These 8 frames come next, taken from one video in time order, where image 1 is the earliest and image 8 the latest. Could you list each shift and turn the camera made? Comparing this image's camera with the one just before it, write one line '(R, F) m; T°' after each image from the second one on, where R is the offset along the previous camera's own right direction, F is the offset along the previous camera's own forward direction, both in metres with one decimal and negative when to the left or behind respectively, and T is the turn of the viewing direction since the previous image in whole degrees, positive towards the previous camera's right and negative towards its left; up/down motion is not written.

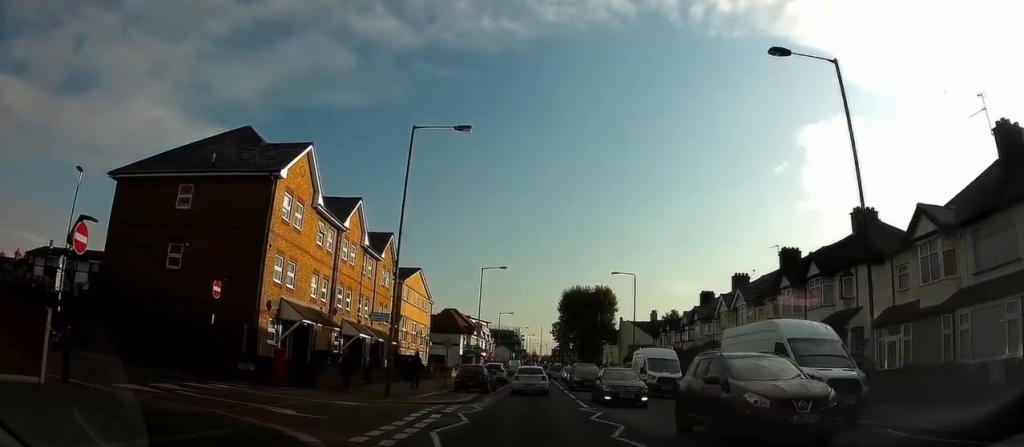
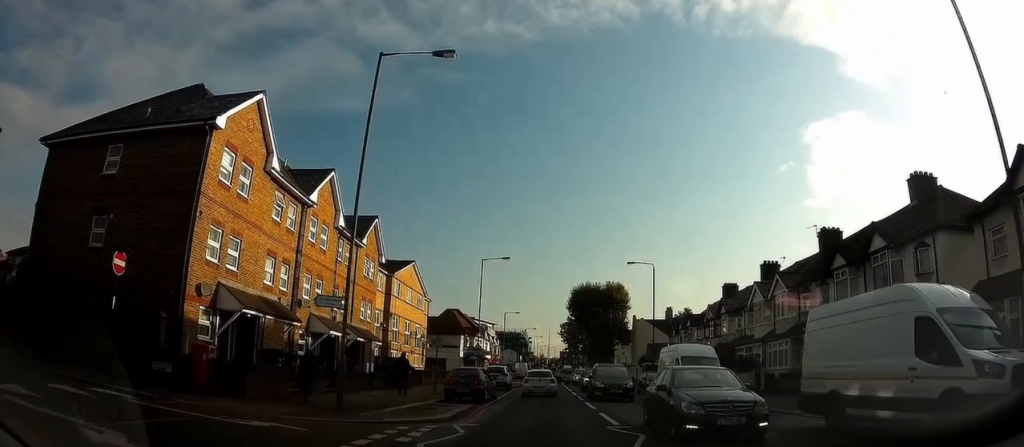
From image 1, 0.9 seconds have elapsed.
(0.0, +5.9) m; -2°
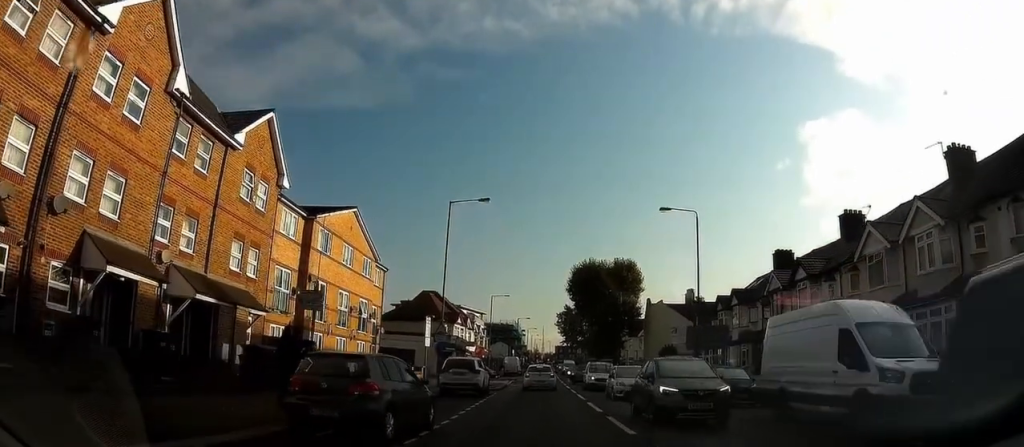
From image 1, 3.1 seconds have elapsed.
(-0.4, +15.2) m; -1°
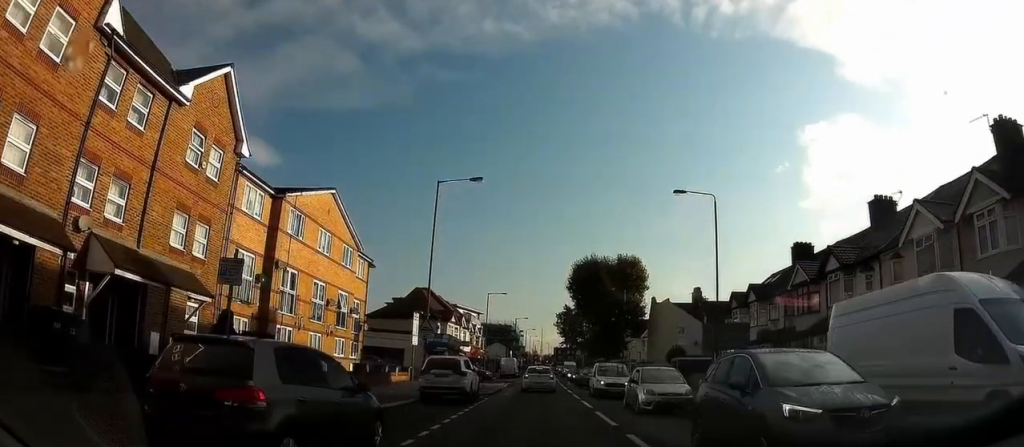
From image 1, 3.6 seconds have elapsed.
(0.0, +3.8) m; +1°
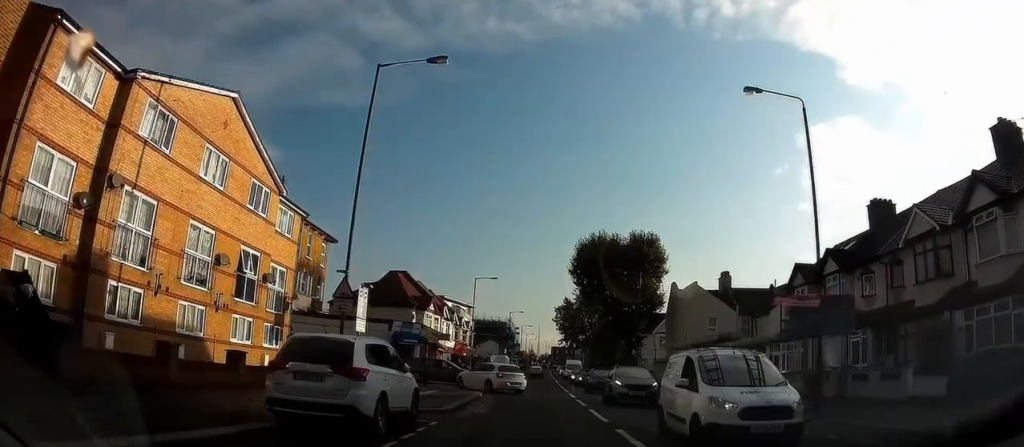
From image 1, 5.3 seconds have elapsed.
(+0.2, +11.5) m; +1°
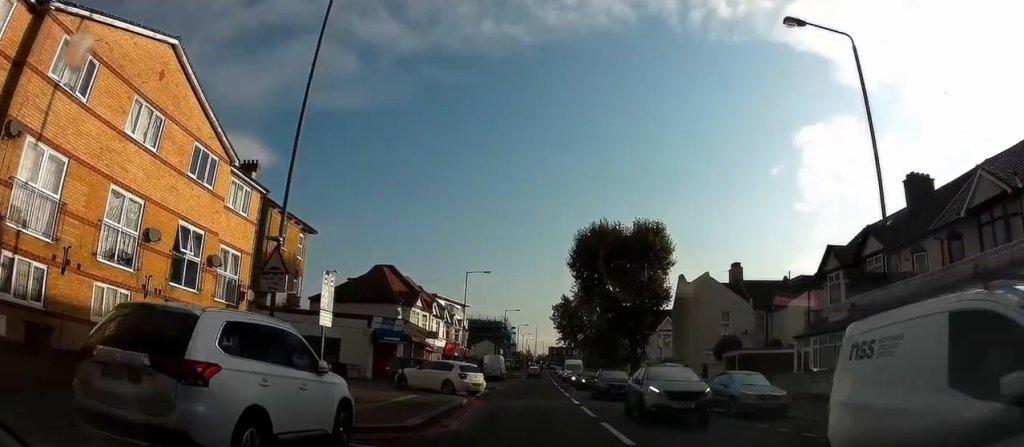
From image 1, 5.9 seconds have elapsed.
(0.0, +4.3) m; 0°
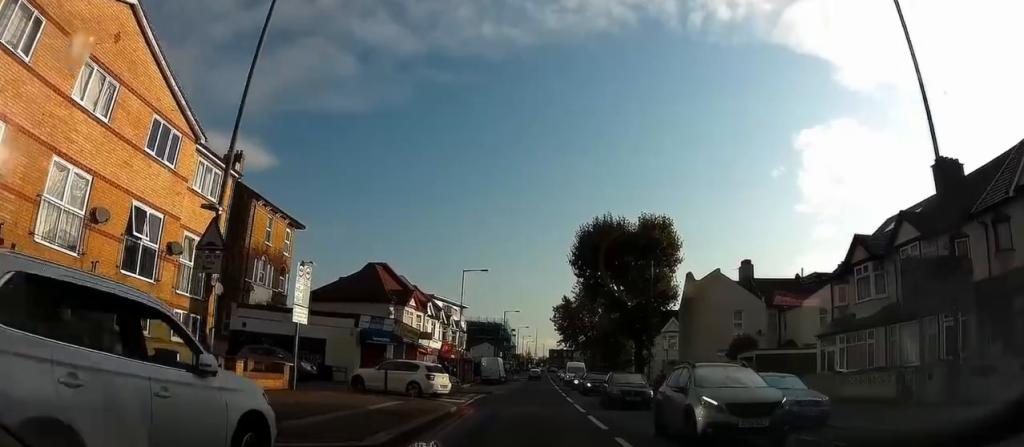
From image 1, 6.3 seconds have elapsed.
(0.0, +2.7) m; 0°
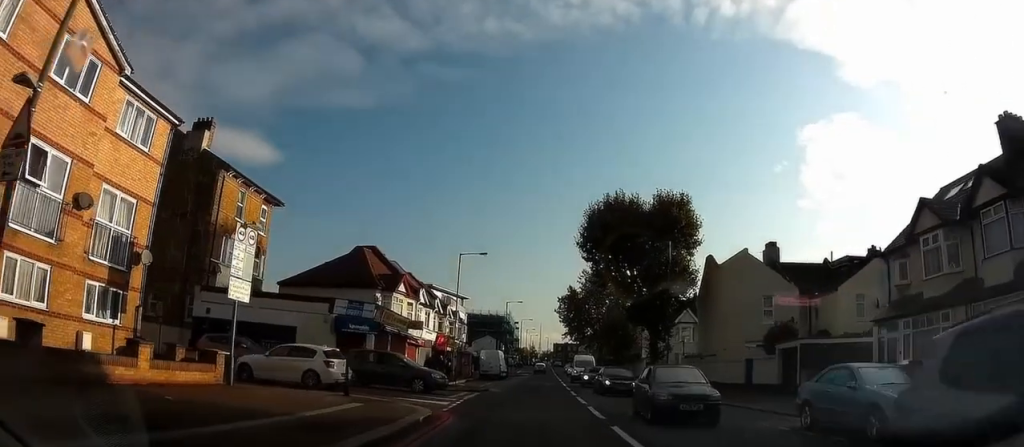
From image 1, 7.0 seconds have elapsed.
(0.0, +4.9) m; 0°
